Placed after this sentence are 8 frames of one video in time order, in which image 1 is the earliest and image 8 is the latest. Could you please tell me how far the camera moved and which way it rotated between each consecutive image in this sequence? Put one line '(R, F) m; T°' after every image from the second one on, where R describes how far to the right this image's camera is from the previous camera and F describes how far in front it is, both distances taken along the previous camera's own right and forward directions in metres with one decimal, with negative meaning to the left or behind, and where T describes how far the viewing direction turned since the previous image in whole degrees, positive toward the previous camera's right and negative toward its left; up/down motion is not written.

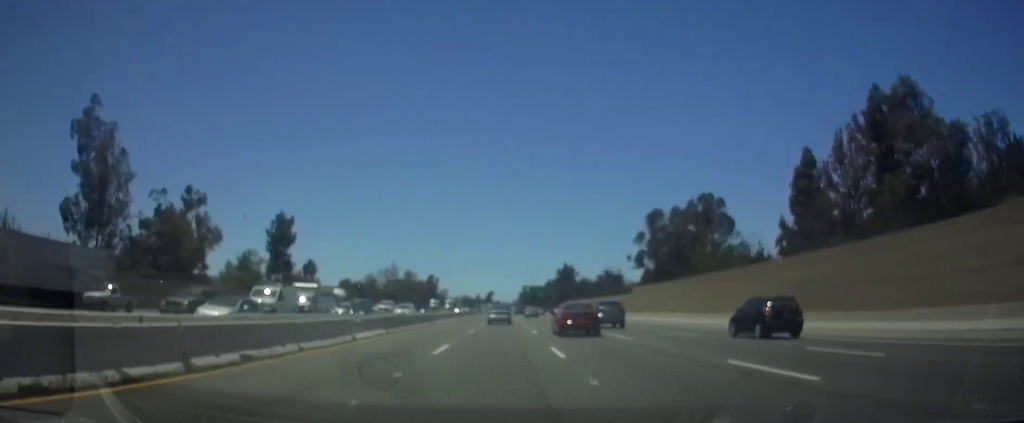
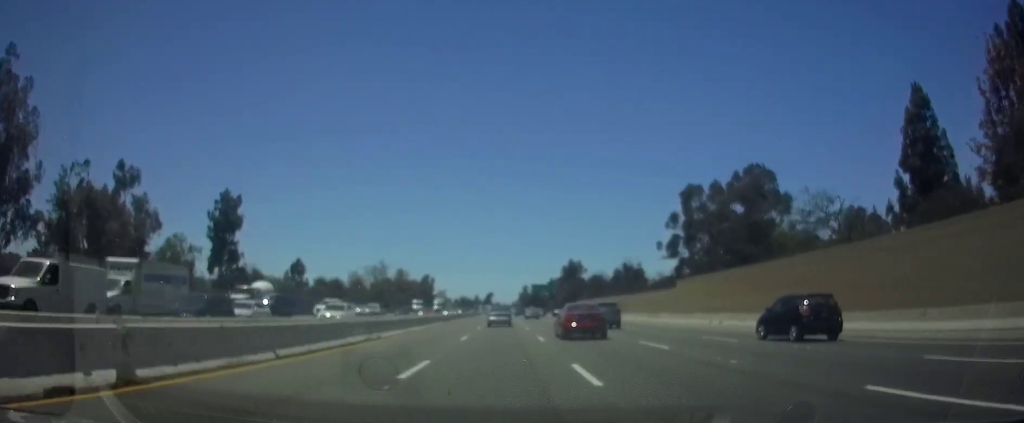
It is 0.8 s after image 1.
(0.0, +19.8) m; 0°
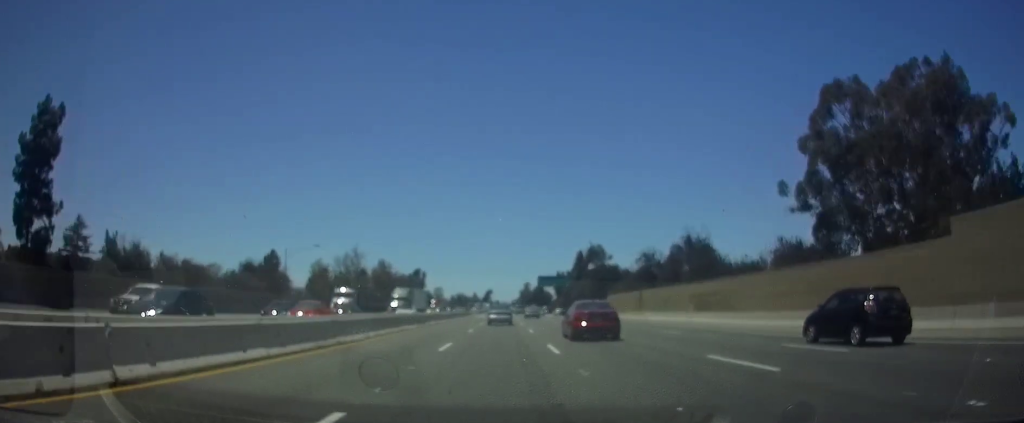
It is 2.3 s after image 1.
(0.0, +36.6) m; 0°
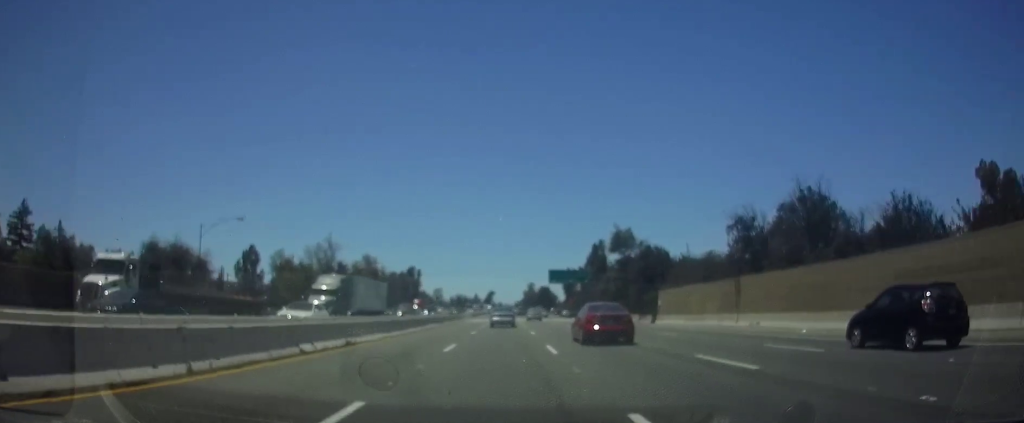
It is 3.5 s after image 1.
(0.0, +28.0) m; 0°
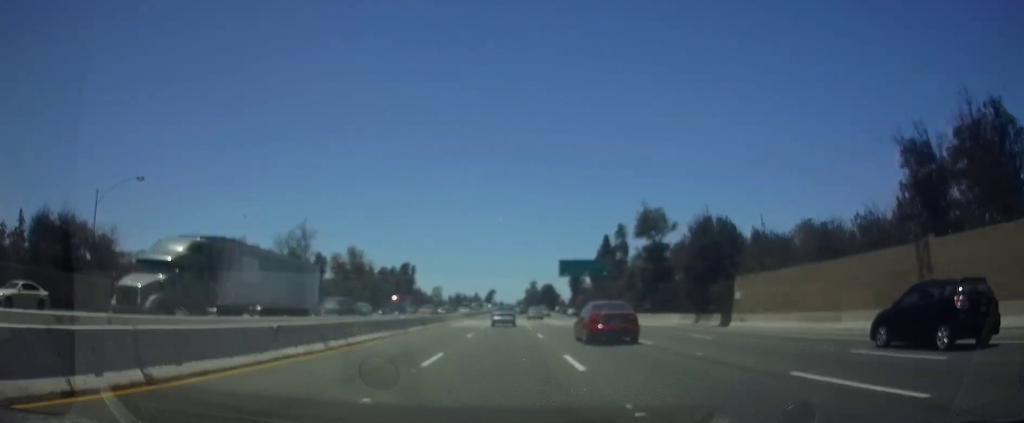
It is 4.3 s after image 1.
(0.0, +19.9) m; 0°
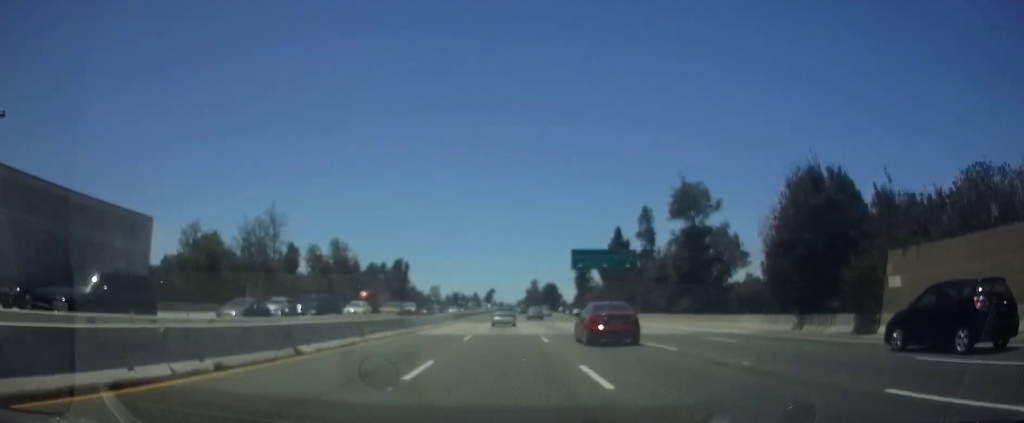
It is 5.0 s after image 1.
(-0.1, +17.5) m; 0°
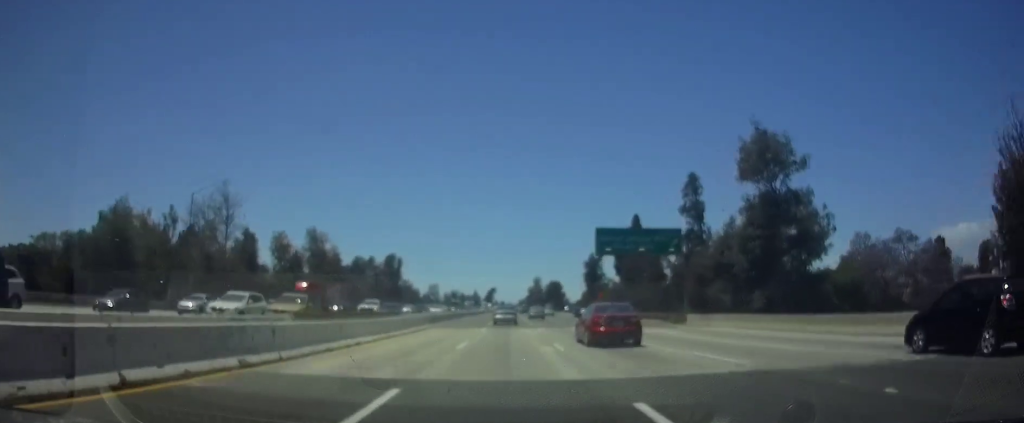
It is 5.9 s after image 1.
(-0.1, +19.9) m; 0°
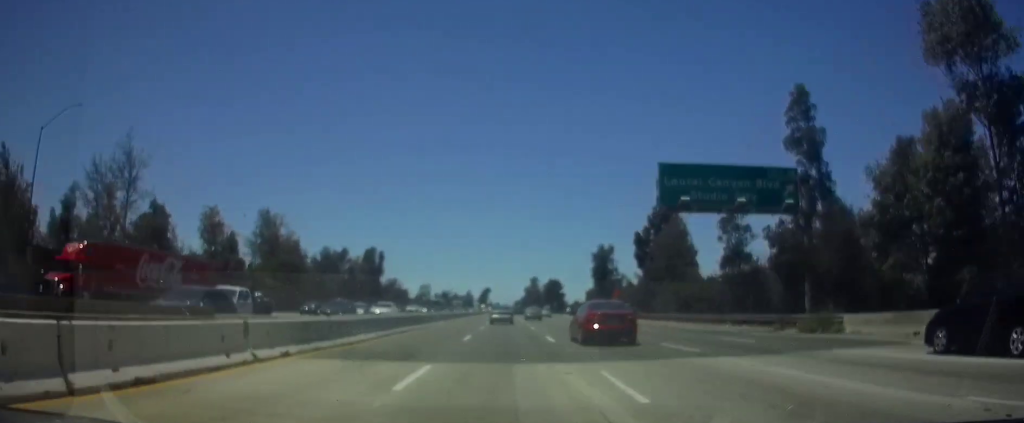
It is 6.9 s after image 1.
(0.0, +25.6) m; 0°
